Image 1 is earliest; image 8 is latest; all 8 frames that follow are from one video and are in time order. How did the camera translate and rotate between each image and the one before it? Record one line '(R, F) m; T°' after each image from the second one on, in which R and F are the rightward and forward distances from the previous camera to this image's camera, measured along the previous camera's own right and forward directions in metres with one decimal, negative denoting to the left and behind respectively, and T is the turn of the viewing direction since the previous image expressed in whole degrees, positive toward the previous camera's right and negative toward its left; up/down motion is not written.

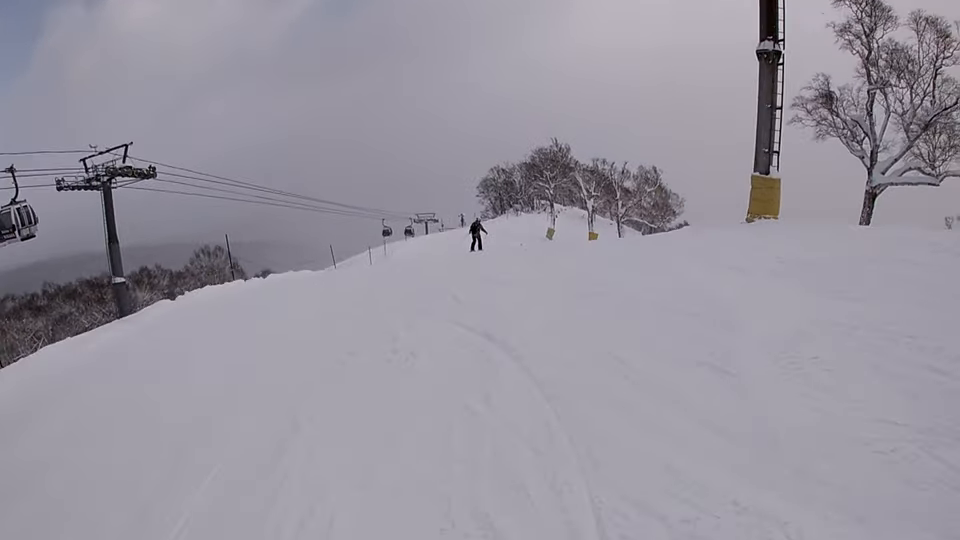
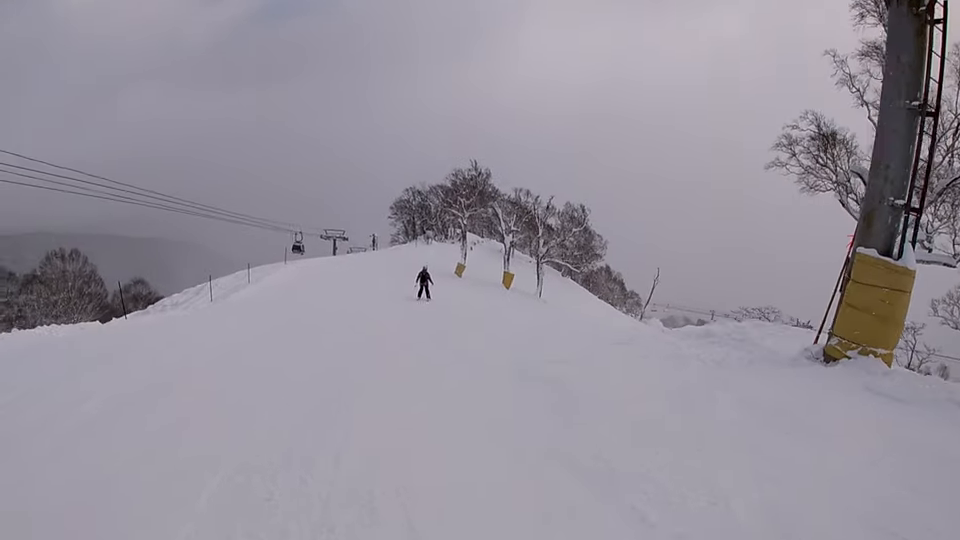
(+4.2, +9.1) m; +20°
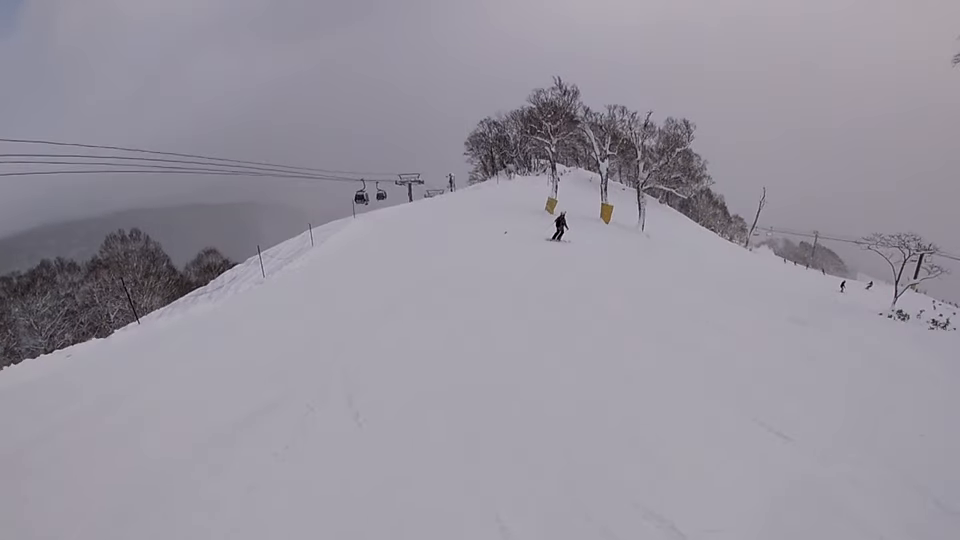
(-0.9, +5.6) m; -1°
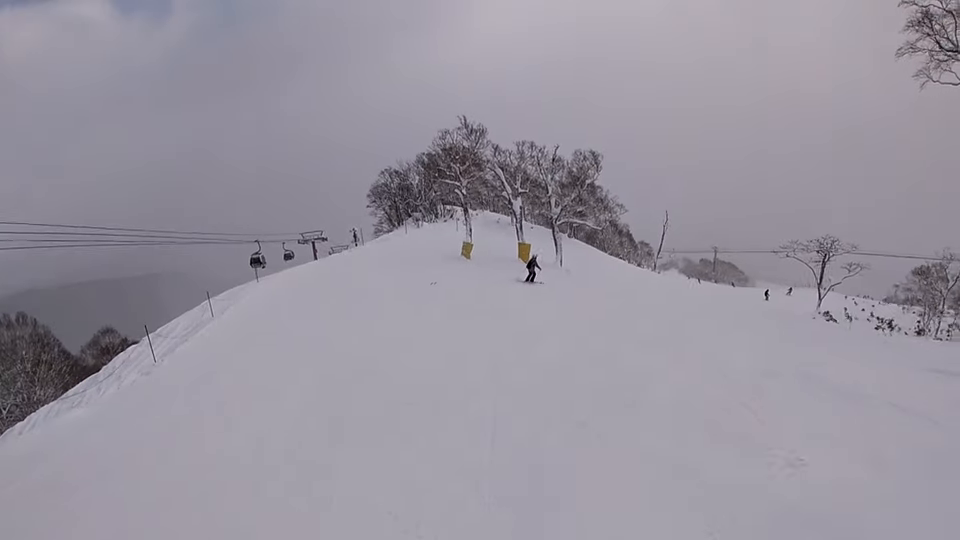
(+0.3, +3.1) m; +6°
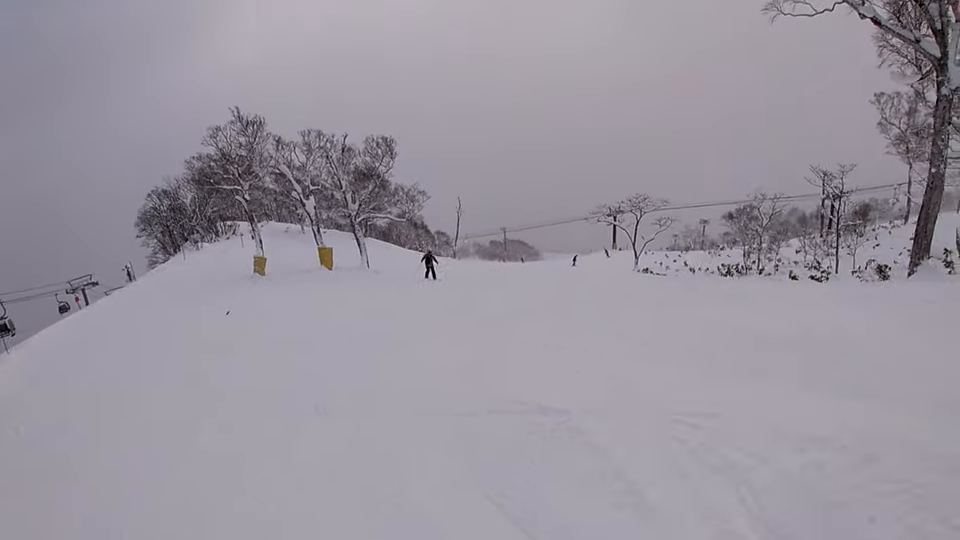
(+0.7, +5.0) m; +14°
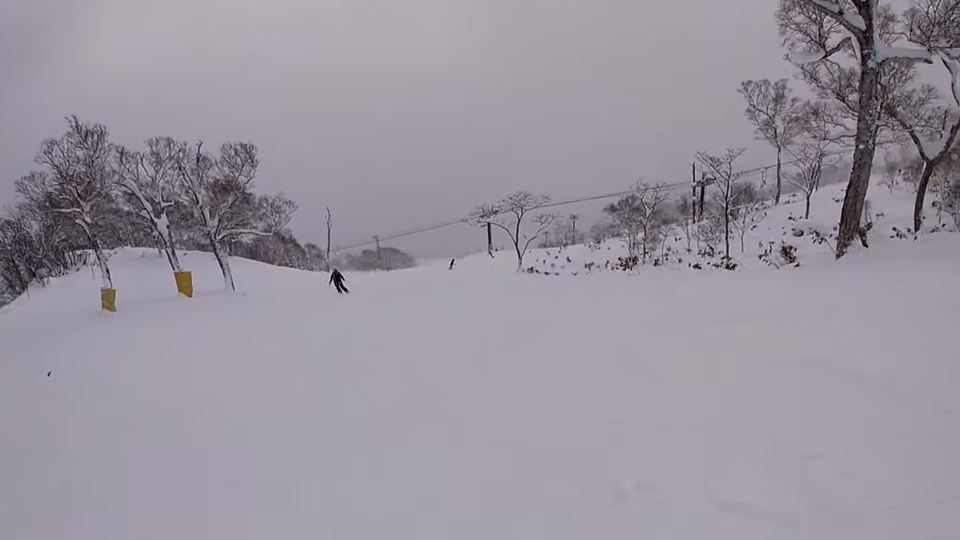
(-0.3, +3.2) m; +11°
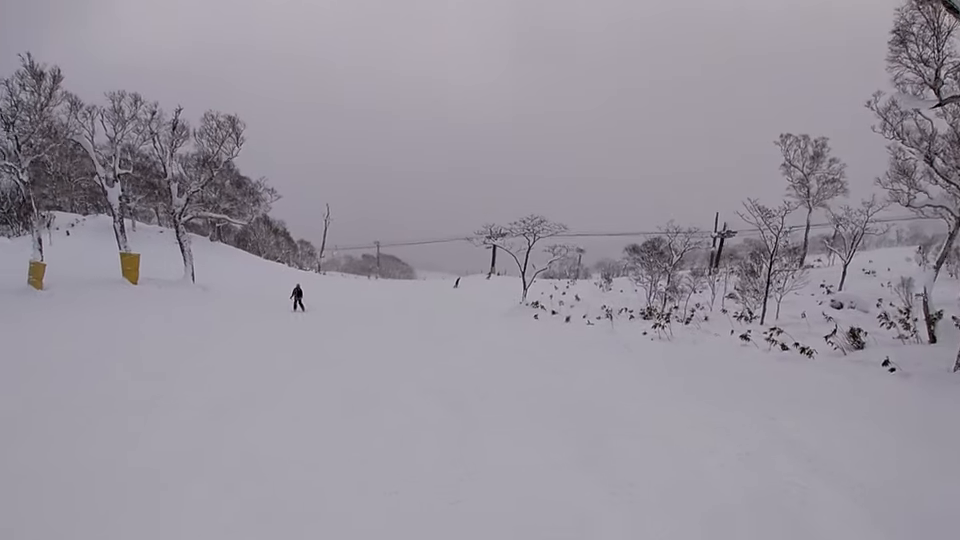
(+1.7, +5.9) m; +10°
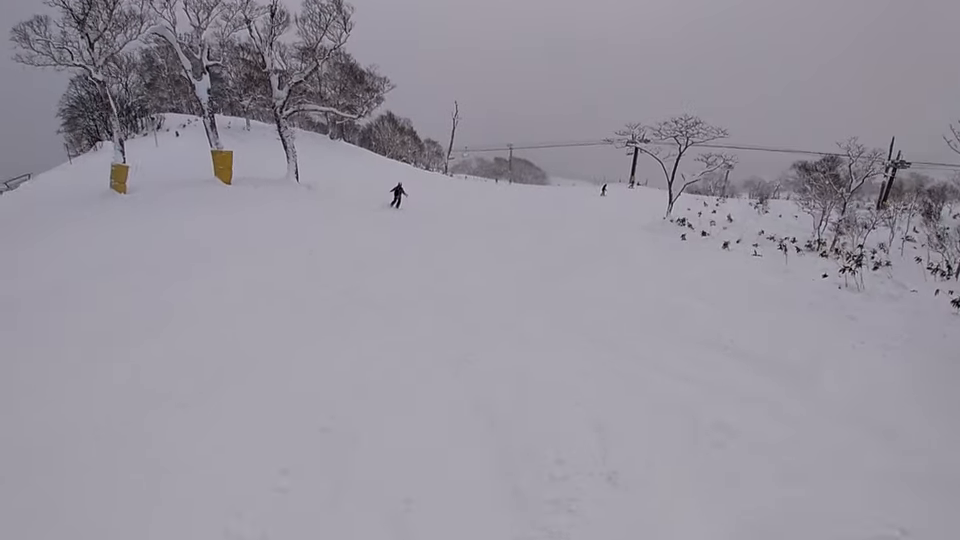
(-0.5, +3.9) m; -9°
